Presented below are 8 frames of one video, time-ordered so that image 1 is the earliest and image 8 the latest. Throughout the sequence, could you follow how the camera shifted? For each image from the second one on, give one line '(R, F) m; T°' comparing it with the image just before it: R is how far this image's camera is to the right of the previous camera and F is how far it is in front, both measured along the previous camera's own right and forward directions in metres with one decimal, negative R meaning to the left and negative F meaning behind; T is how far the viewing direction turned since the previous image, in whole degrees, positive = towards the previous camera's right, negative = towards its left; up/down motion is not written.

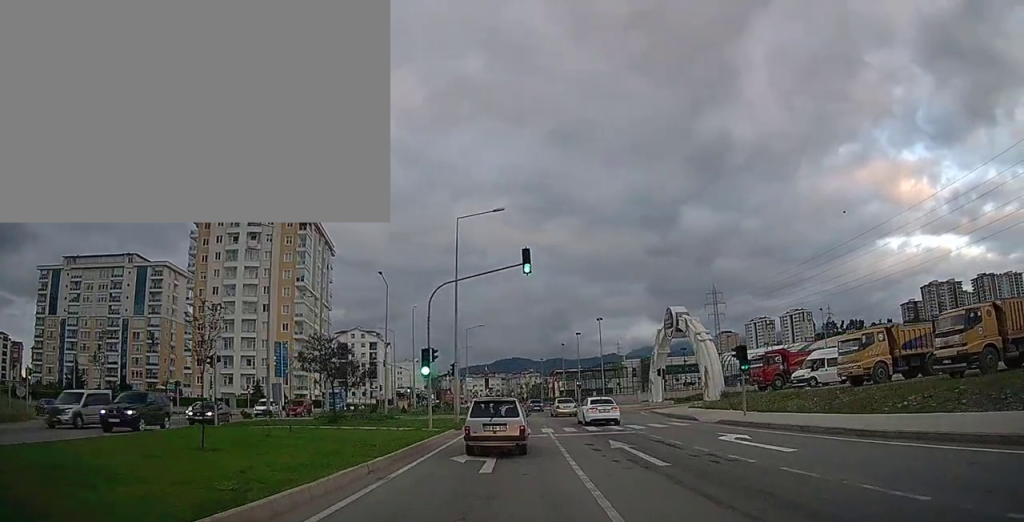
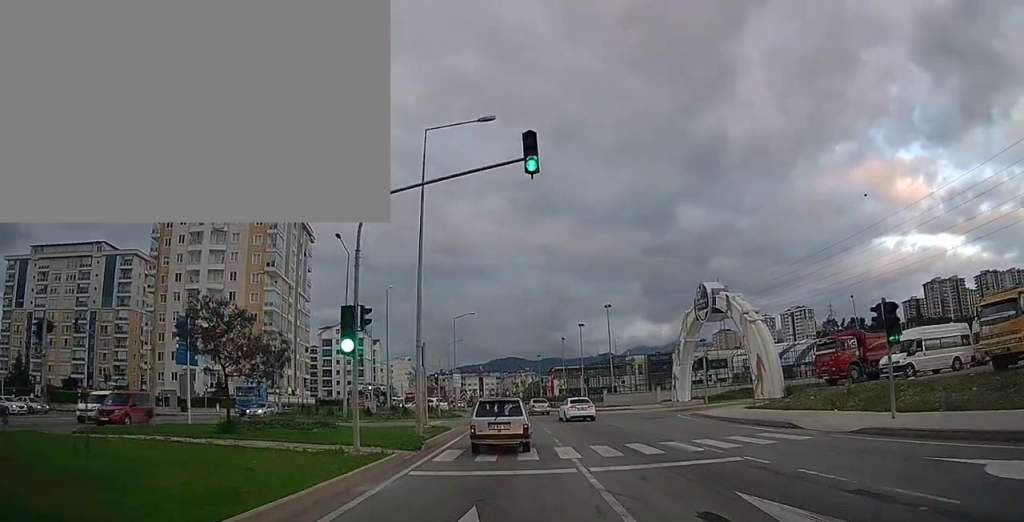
(0.0, +11.2) m; +1°
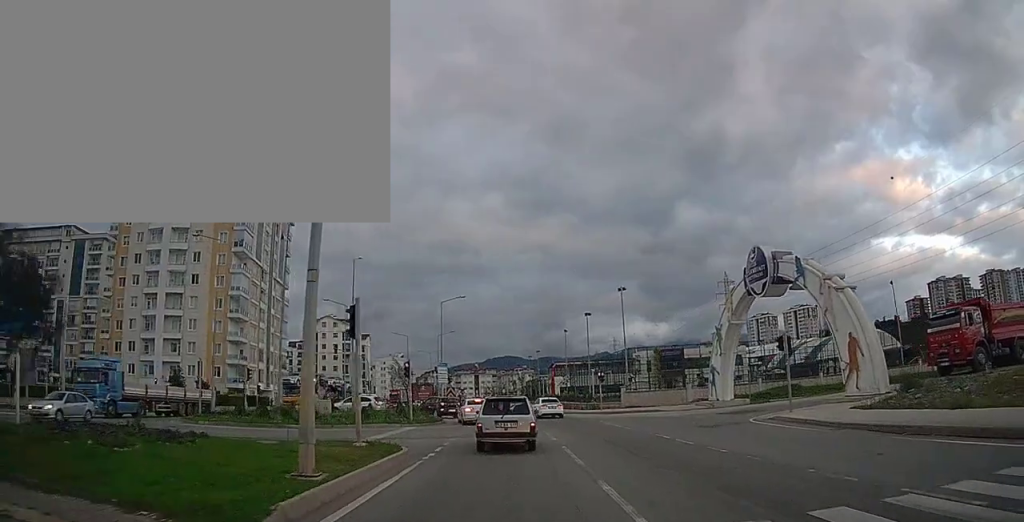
(+0.2, +10.8) m; +1°
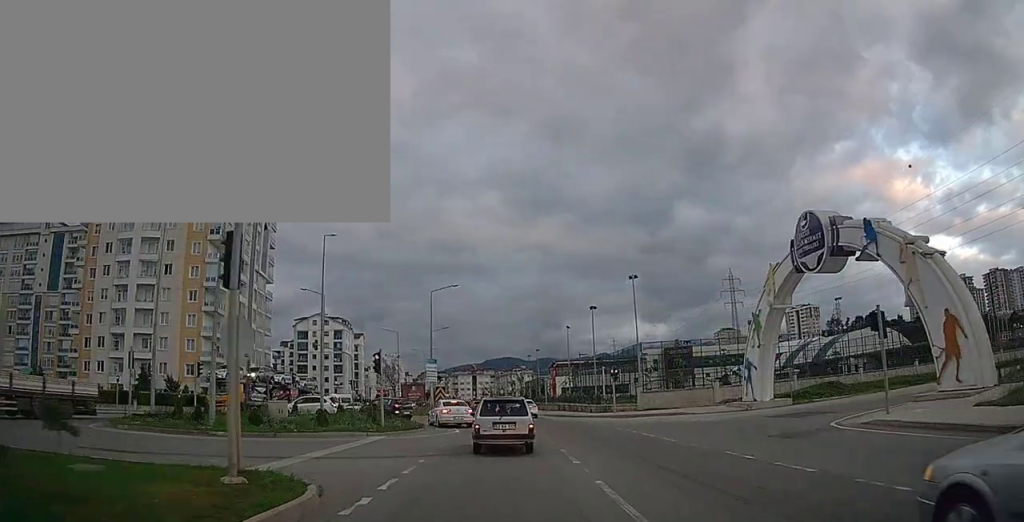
(0.0, +6.8) m; +1°
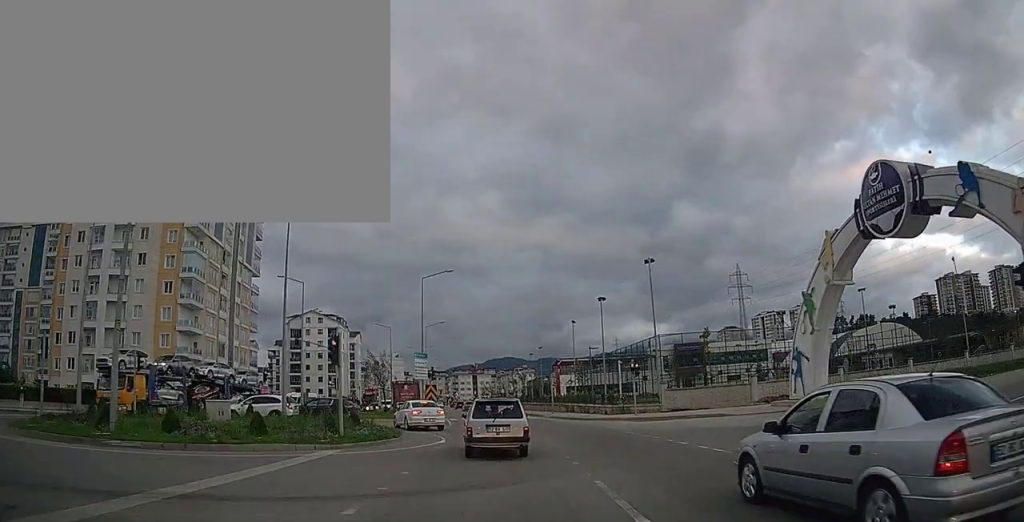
(0.0, +6.3) m; 0°
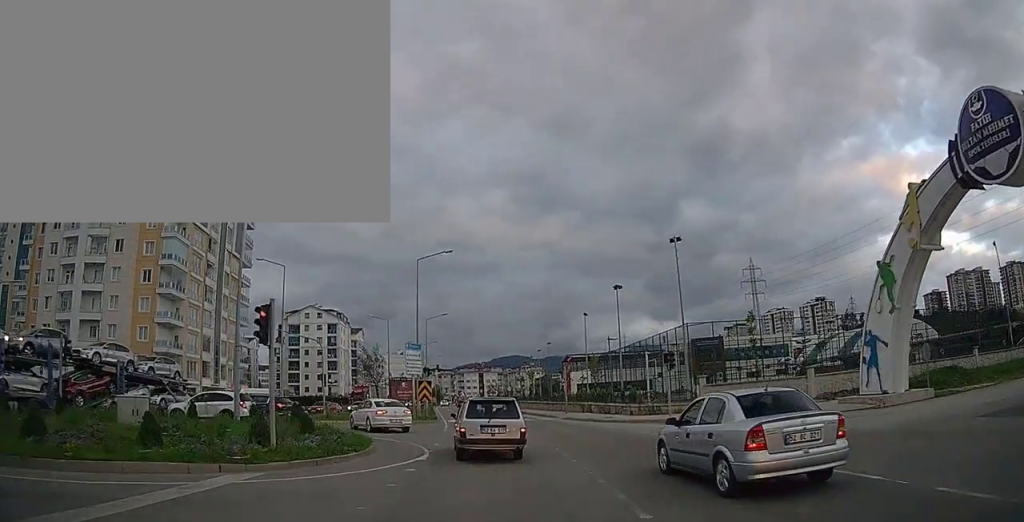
(0.0, +6.0) m; -1°
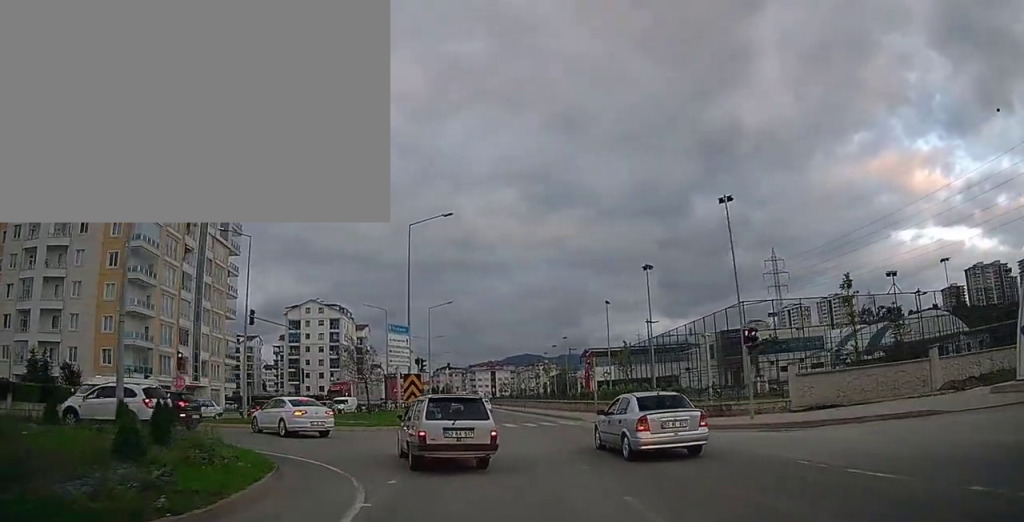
(-0.2, +8.5) m; -2°
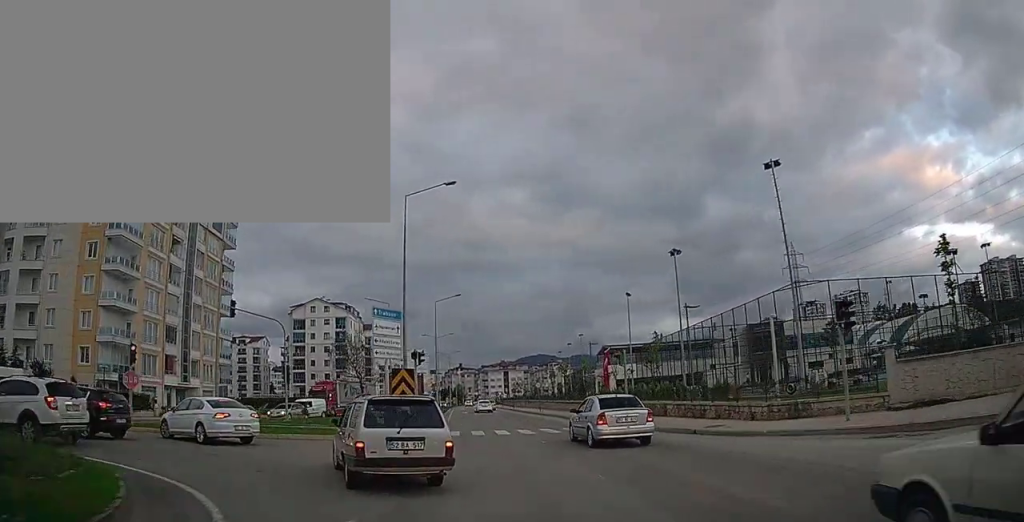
(-0.1, +5.4) m; -1°
